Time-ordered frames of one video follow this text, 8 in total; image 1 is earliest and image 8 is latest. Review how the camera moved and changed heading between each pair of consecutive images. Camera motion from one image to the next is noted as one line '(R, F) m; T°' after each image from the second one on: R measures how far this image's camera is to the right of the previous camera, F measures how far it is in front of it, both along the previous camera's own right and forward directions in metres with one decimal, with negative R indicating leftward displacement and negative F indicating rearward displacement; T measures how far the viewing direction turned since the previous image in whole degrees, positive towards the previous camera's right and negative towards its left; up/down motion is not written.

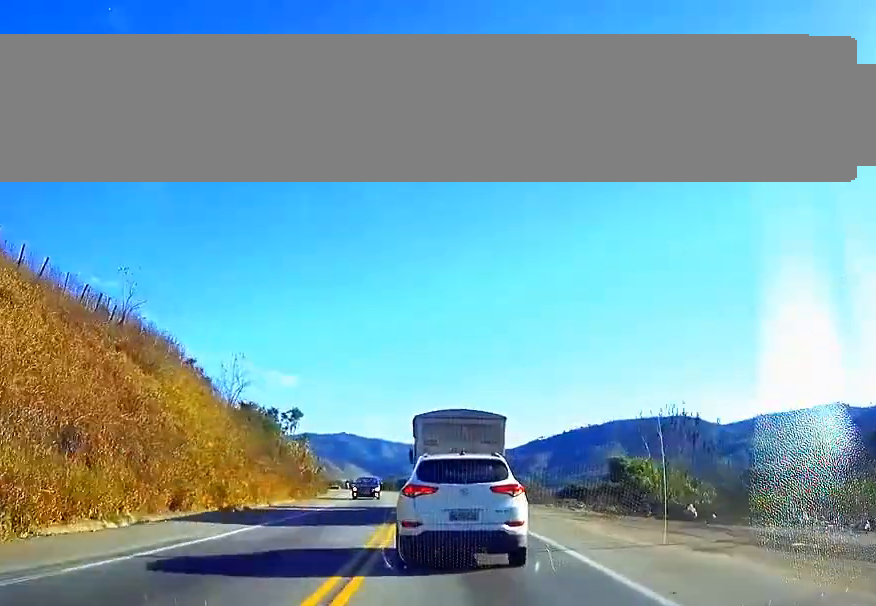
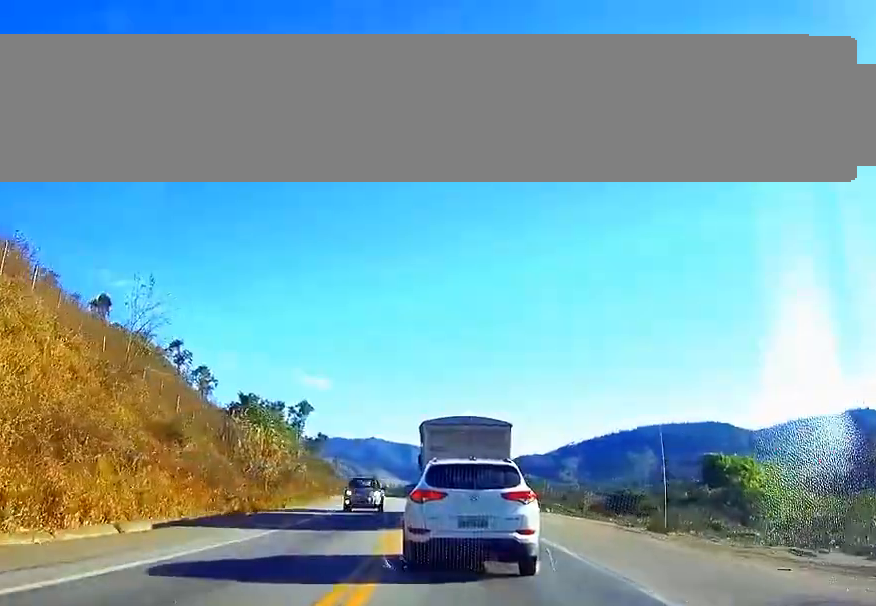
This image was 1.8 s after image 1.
(-0.3, +23.7) m; -1°
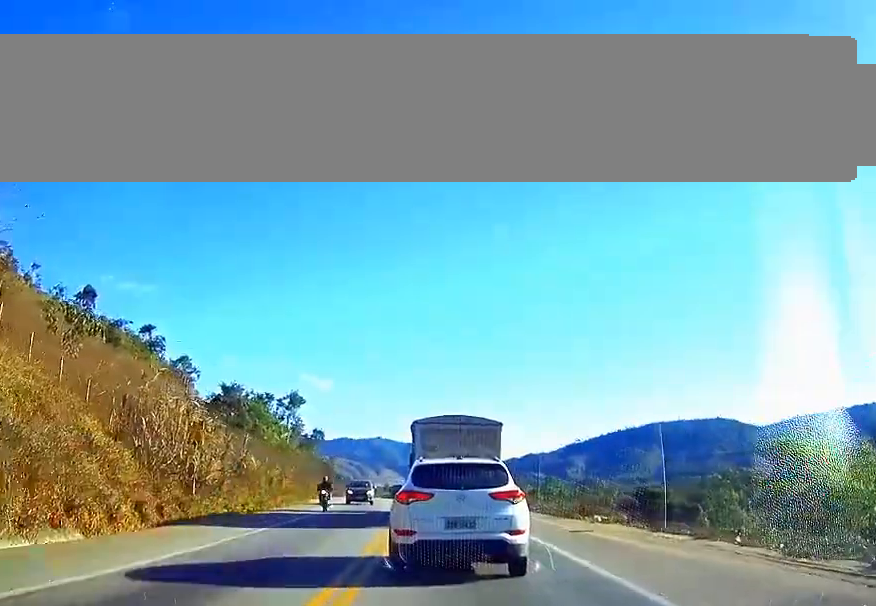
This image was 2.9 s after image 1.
(-0.1, +14.2) m; -1°
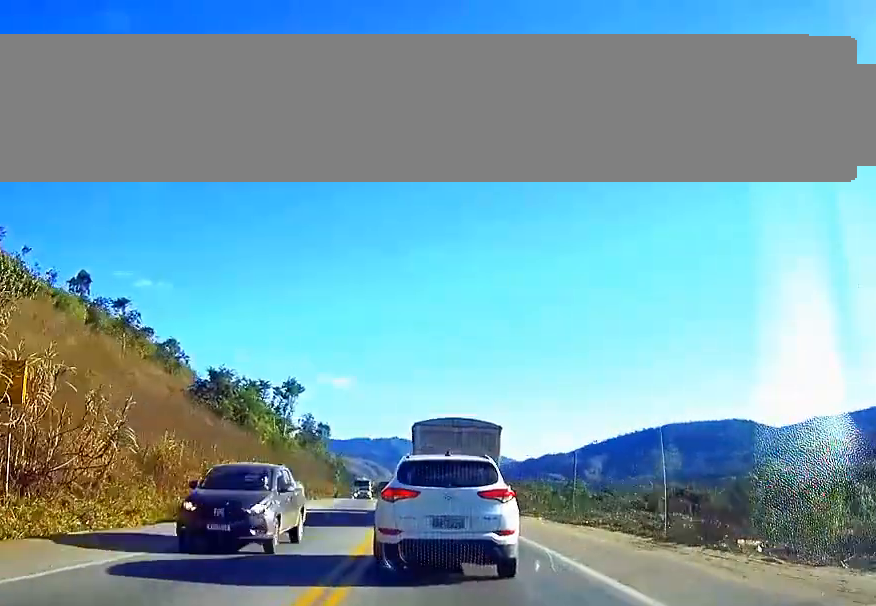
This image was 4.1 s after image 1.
(0.0, +15.5) m; -1°
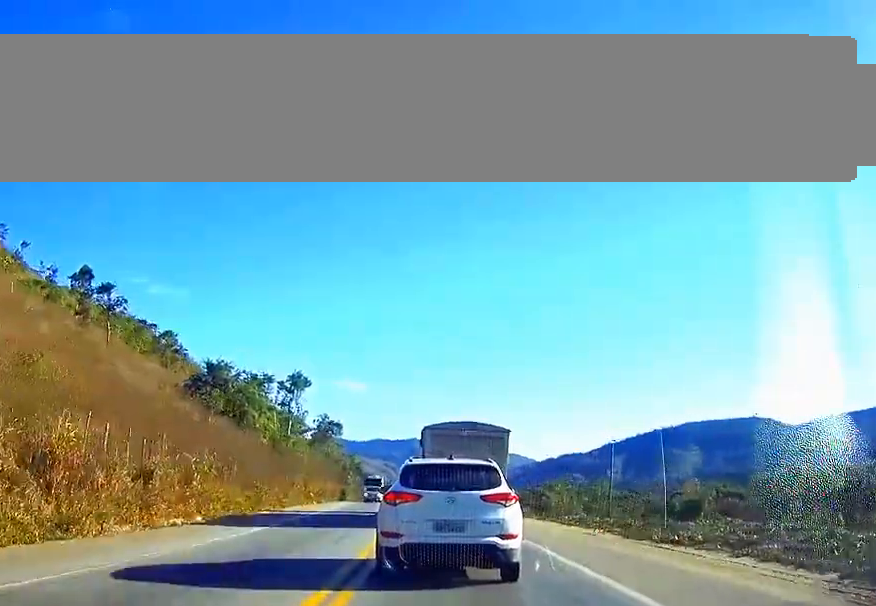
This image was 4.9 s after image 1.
(0.0, +9.5) m; -1°
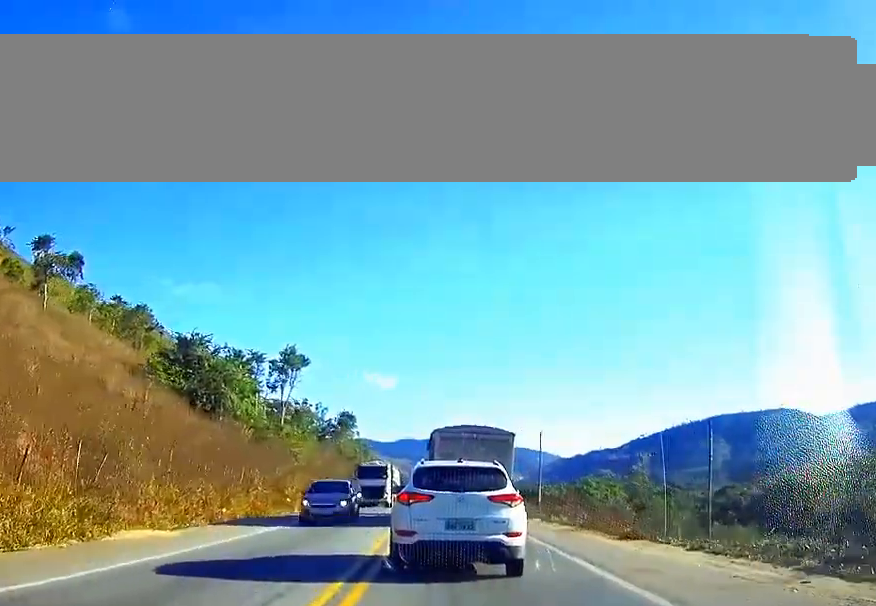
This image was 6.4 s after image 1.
(-0.5, +20.2) m; -2°
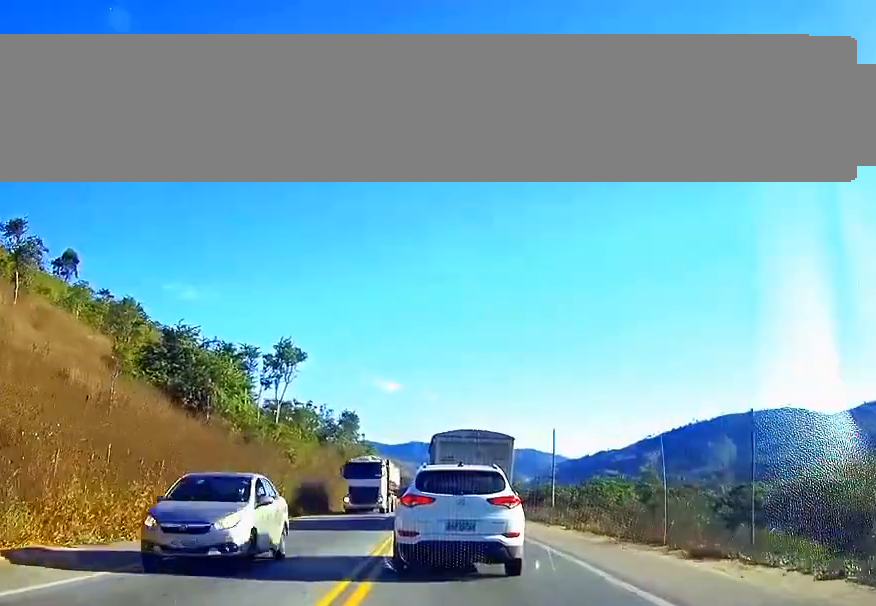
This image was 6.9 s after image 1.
(0.0, +6.1) m; 0°
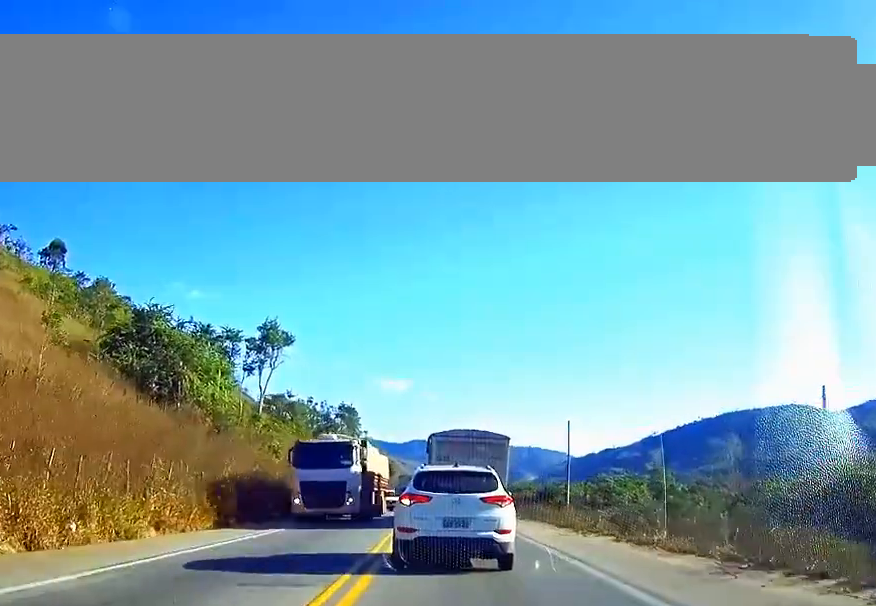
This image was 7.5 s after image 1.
(0.0, +8.4) m; -1°
